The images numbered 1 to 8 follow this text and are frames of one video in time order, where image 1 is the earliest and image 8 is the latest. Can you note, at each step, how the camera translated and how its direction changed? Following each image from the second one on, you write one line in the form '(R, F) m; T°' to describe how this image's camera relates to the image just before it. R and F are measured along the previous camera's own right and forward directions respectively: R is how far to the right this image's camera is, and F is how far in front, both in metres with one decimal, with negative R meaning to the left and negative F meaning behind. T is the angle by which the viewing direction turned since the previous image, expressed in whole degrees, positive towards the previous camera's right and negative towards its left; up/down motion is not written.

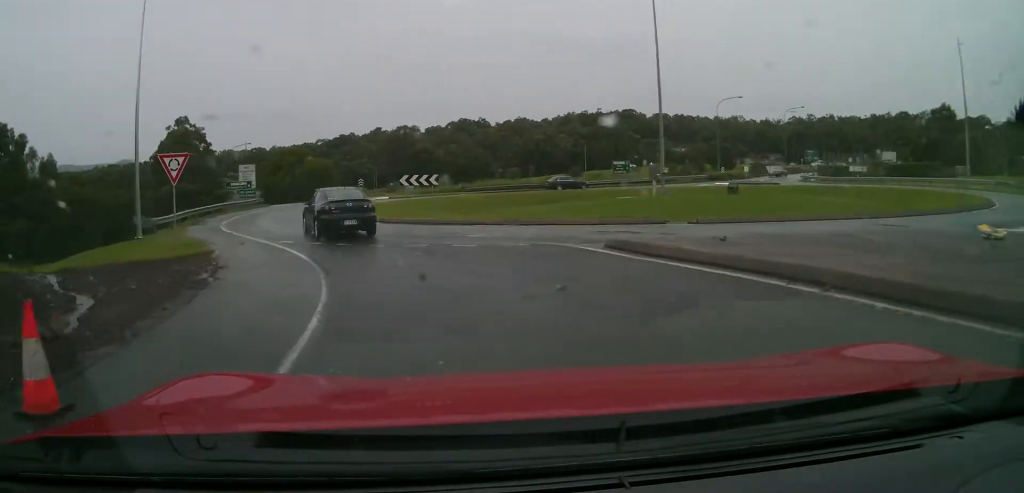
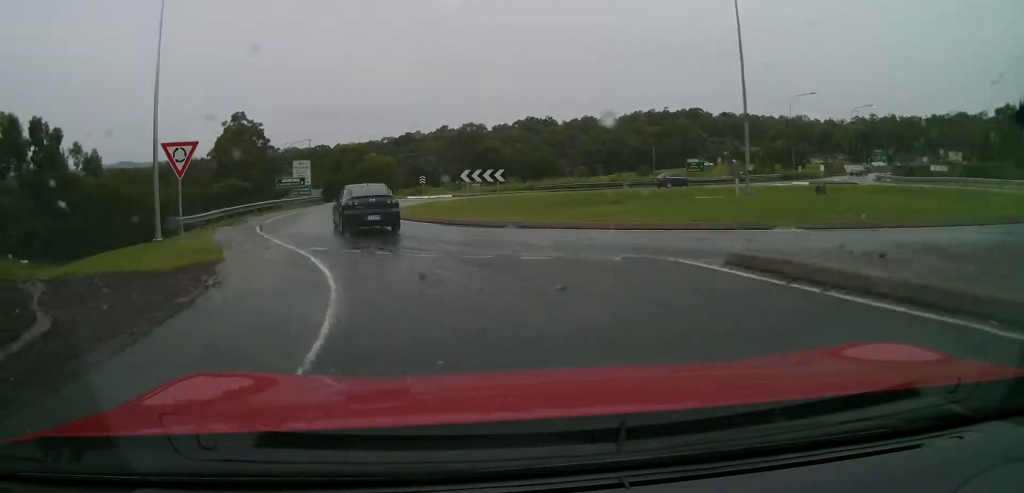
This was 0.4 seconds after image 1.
(+0.1, +3.4) m; -6°
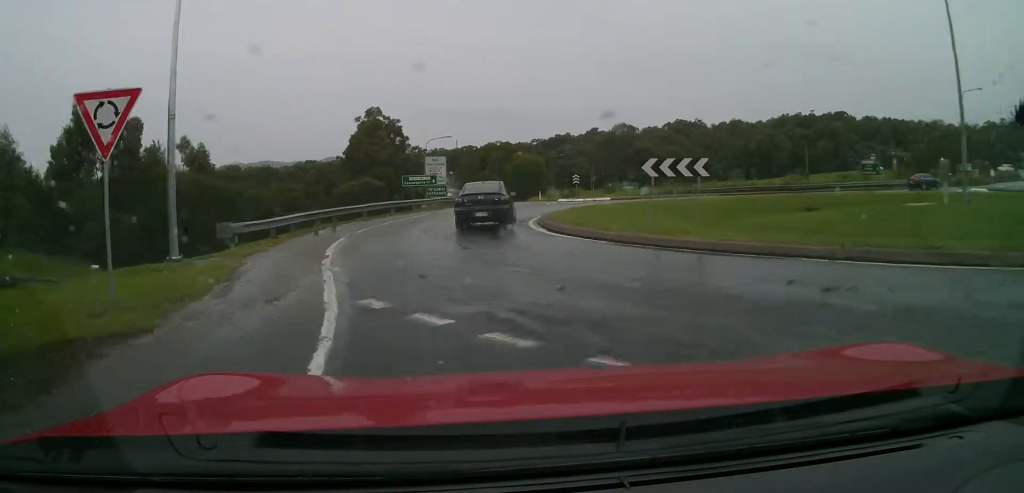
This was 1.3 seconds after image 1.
(-1.2, +7.8) m; -10°
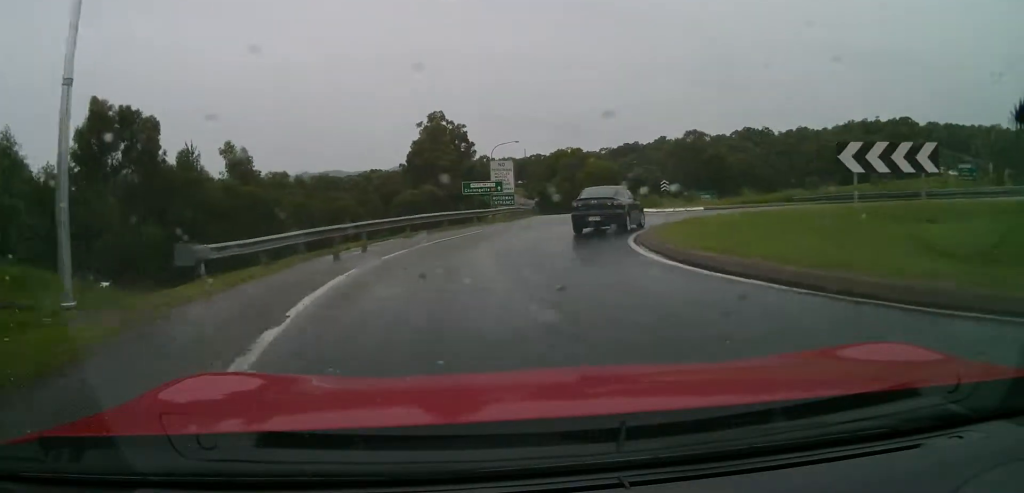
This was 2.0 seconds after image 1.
(-0.3, +6.3) m; -3°
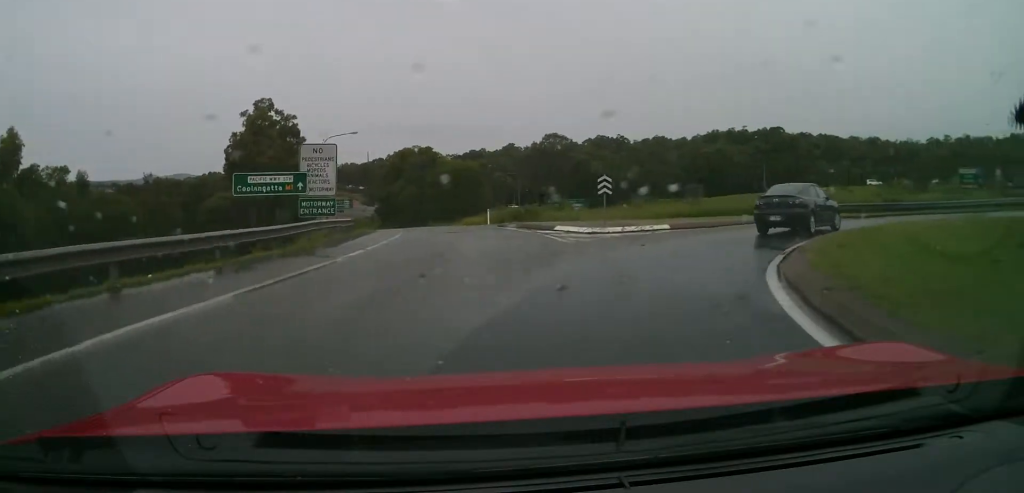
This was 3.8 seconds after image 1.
(+0.7, +16.9) m; +15°
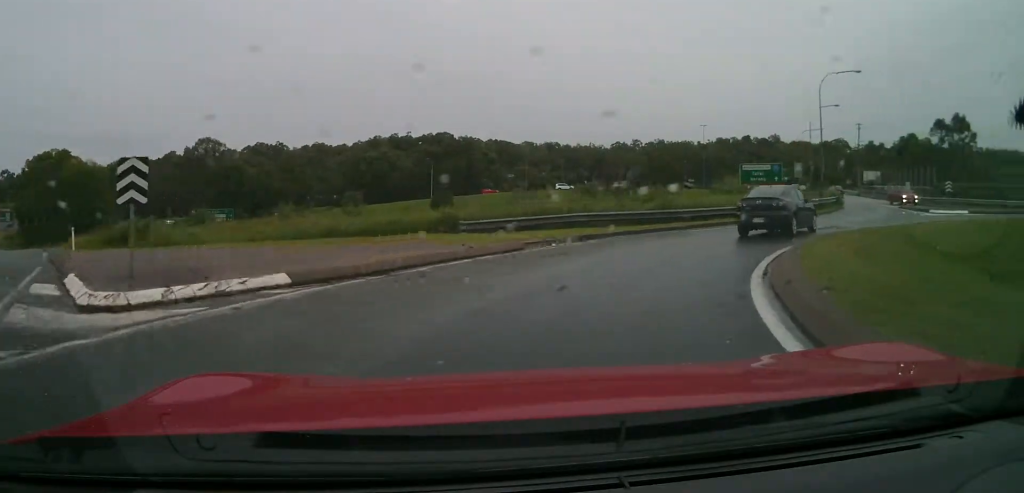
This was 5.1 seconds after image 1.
(+3.1, +12.0) m; +27°
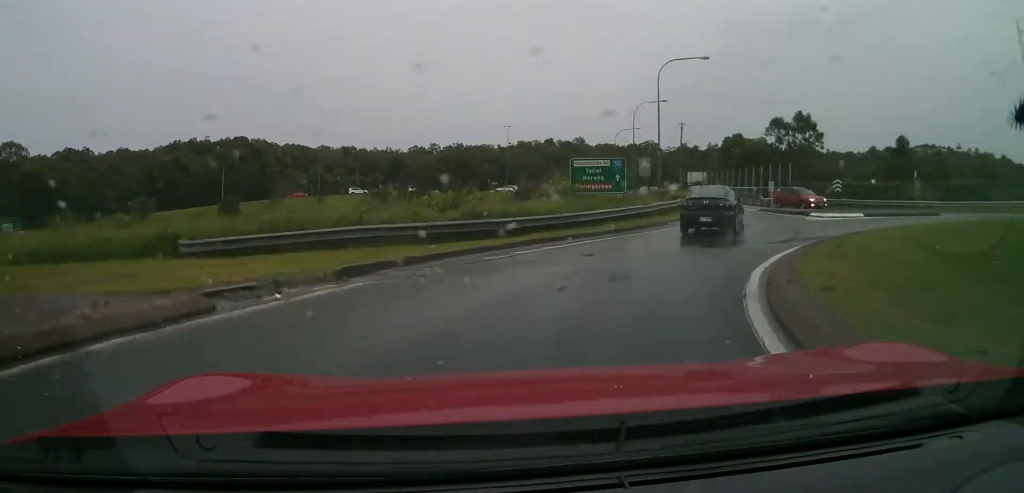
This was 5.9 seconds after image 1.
(+1.0, +7.0) m; +17°
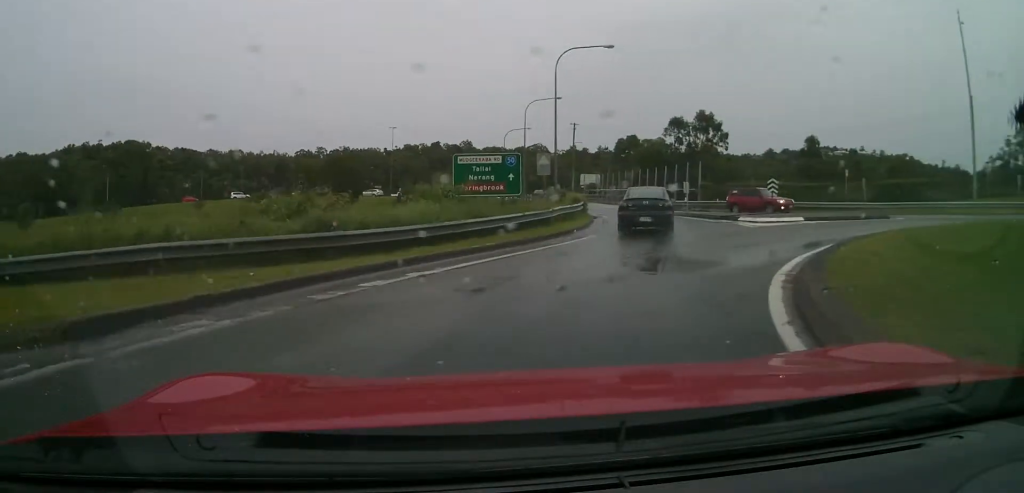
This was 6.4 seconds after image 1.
(+0.3, +4.5) m; +11°
